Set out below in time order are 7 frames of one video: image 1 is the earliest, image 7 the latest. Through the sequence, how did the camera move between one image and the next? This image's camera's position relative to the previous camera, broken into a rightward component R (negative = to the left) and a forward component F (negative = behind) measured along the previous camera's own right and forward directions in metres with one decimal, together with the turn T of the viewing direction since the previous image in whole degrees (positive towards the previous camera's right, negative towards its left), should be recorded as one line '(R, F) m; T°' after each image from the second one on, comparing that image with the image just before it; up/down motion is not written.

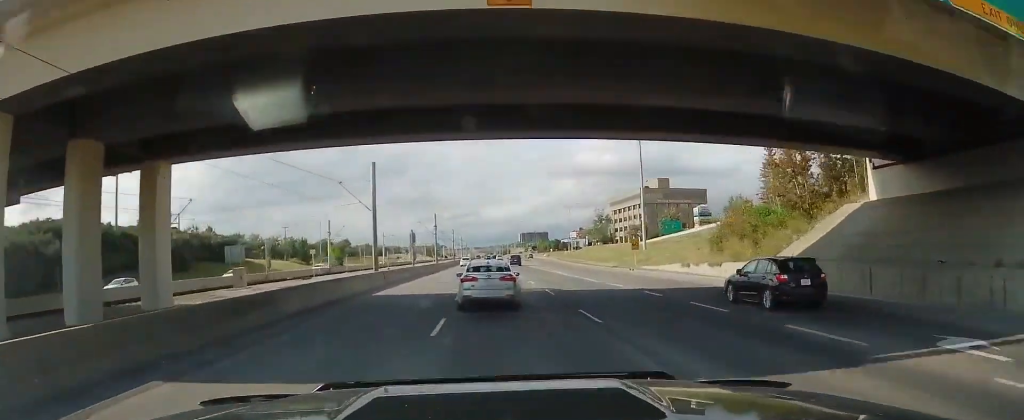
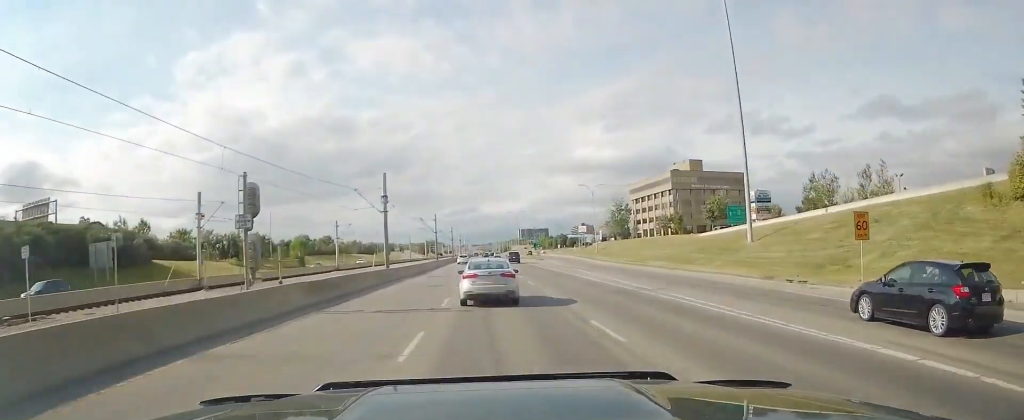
(-0.4, +39.6) m; -1°
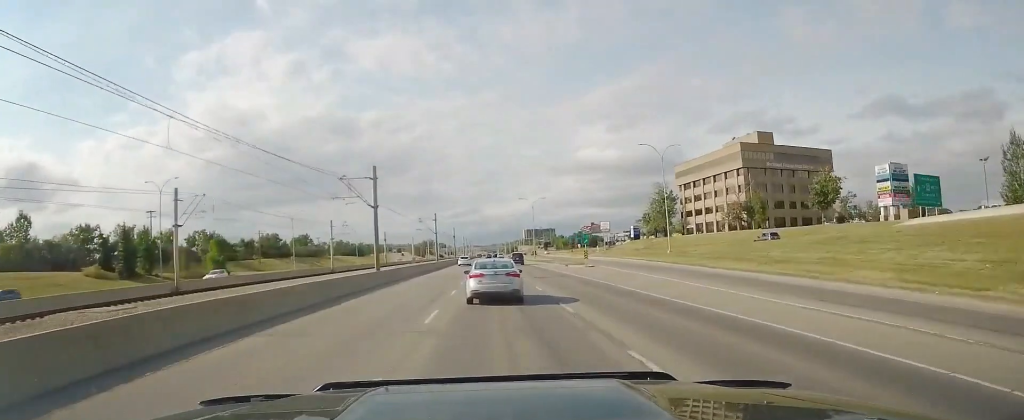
(-0.1, +49.8) m; 0°
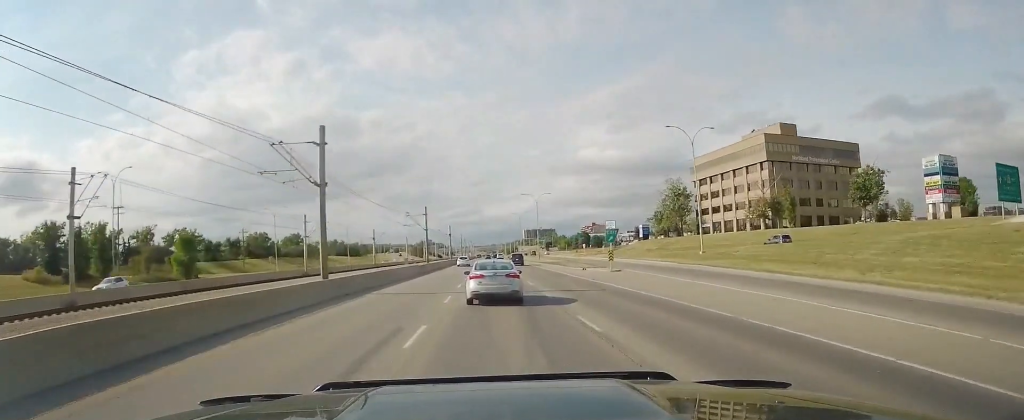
(+0.2, +12.0) m; 0°
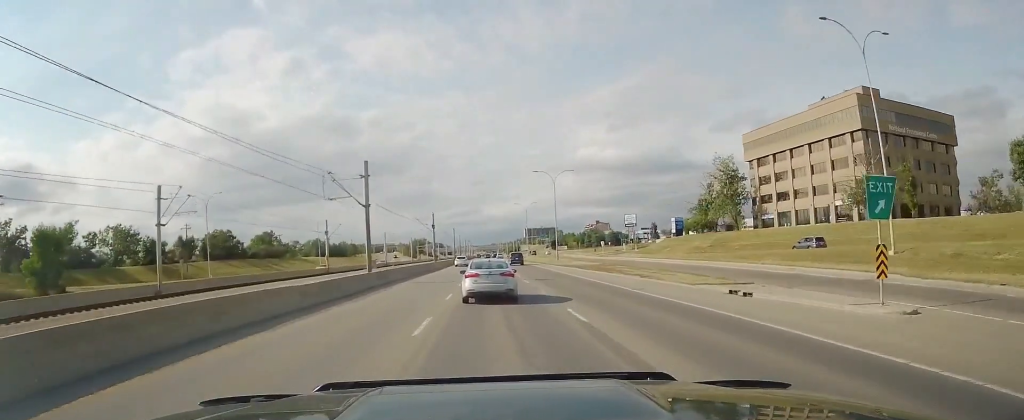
(+0.1, +35.0) m; +1°
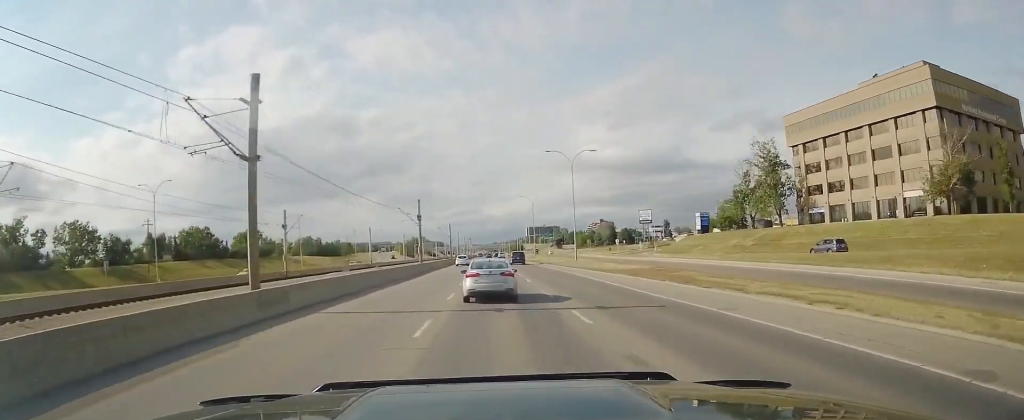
(+0.2, +18.4) m; 0°
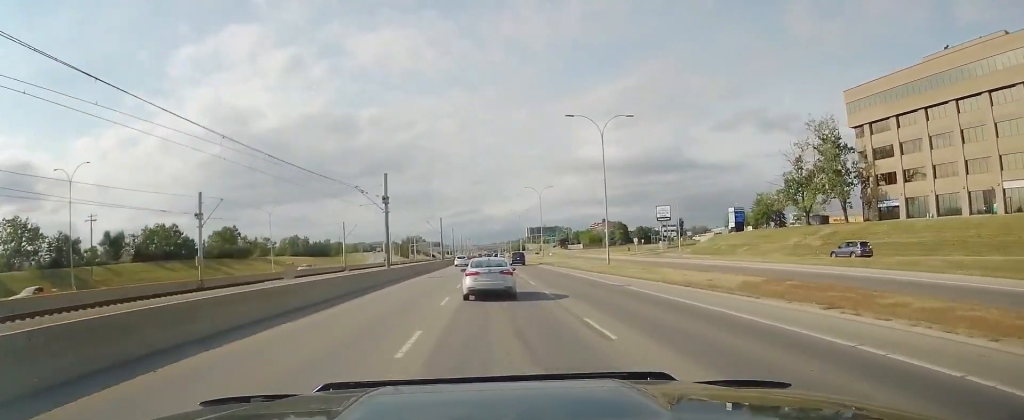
(+0.3, +20.2) m; 0°
